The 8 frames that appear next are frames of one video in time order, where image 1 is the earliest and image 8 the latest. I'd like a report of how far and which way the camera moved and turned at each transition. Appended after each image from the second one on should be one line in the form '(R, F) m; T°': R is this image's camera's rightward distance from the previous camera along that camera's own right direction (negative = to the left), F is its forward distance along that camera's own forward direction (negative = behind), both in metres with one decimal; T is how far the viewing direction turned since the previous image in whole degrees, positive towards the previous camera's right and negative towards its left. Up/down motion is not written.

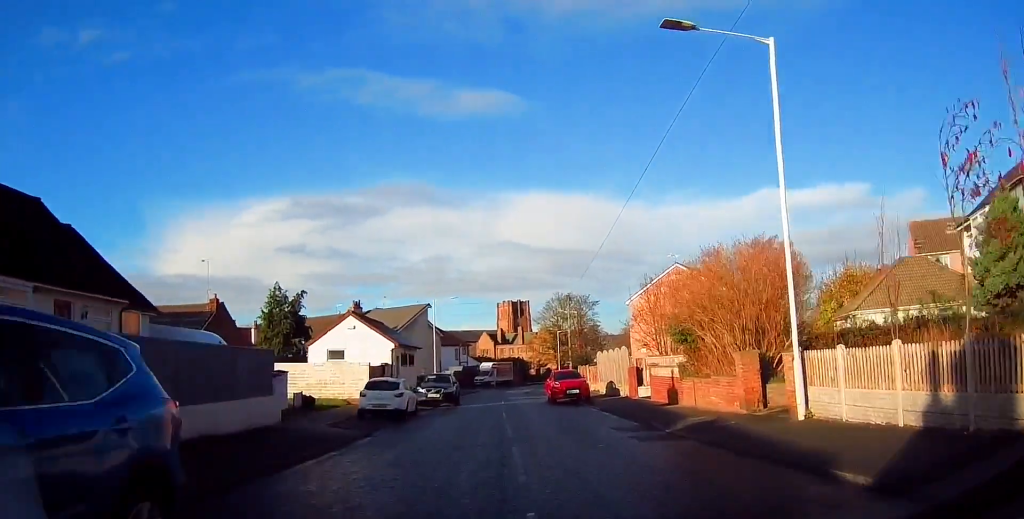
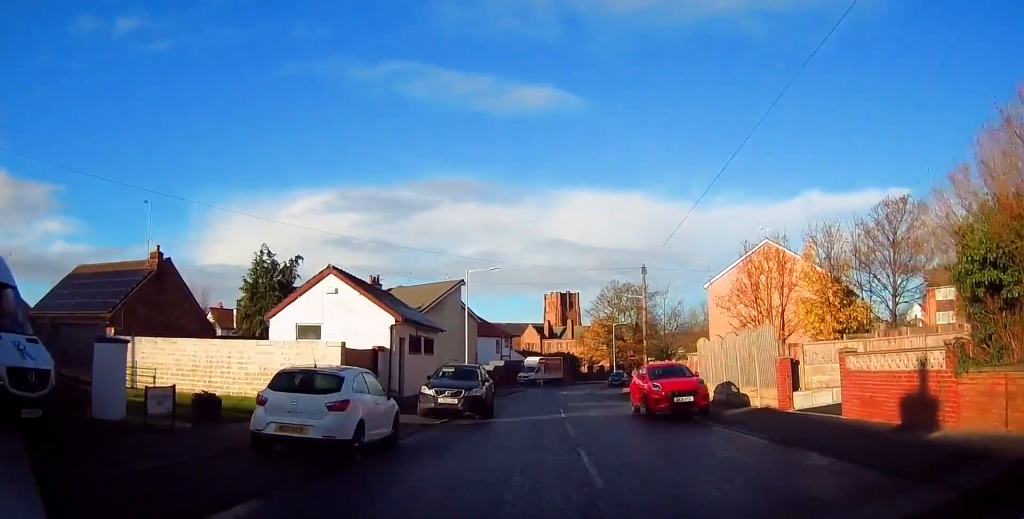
(0.0, +12.8) m; +1°
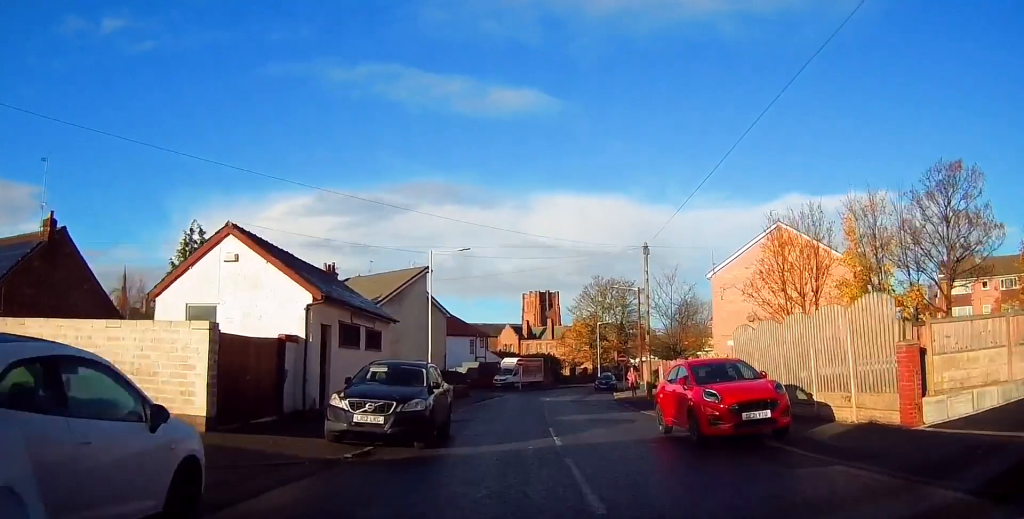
(0.0, +7.0) m; 0°
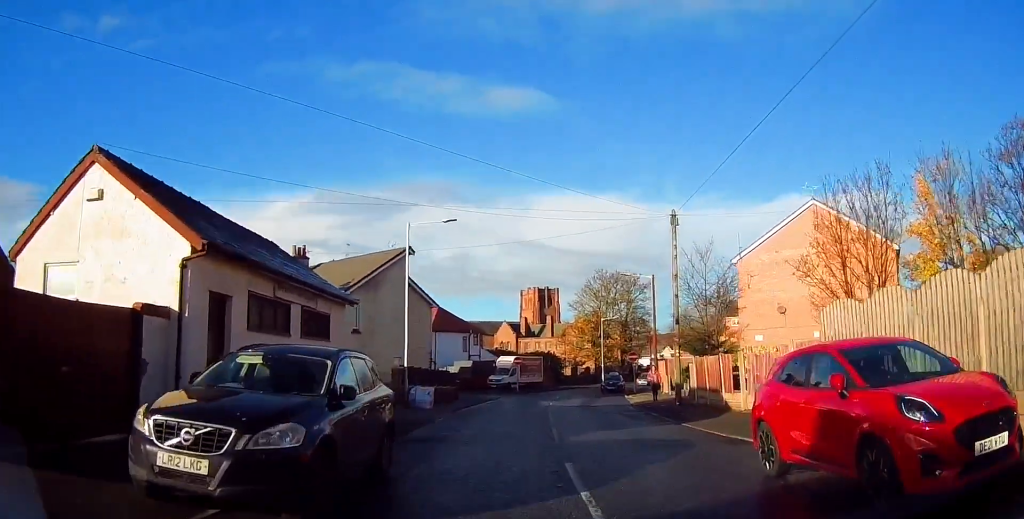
(-0.1, +6.2) m; 0°
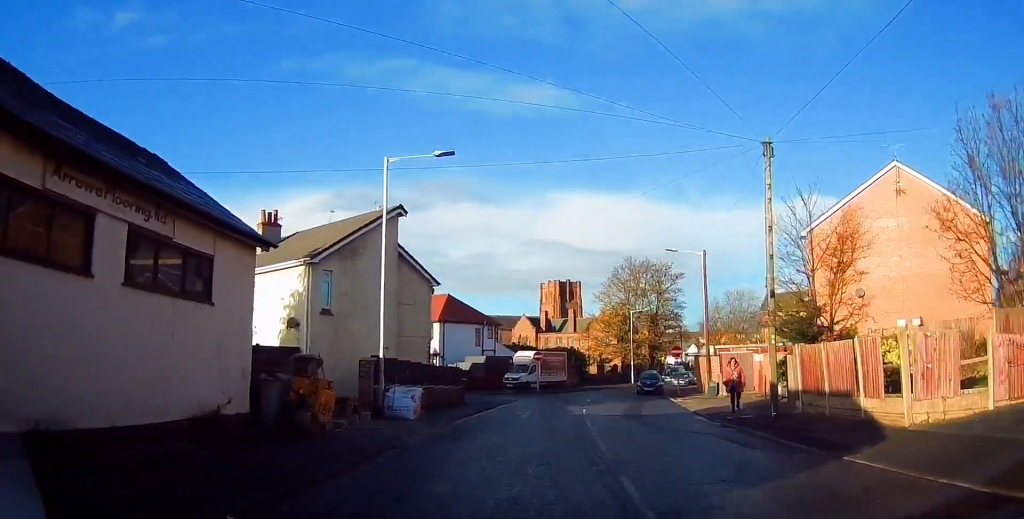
(-0.1, +8.1) m; -1°
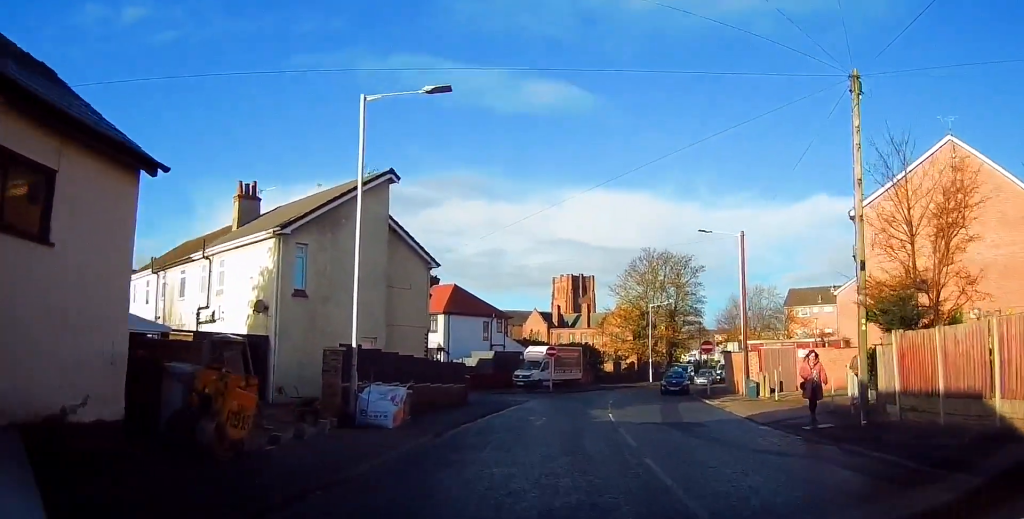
(-0.1, +4.4) m; +1°
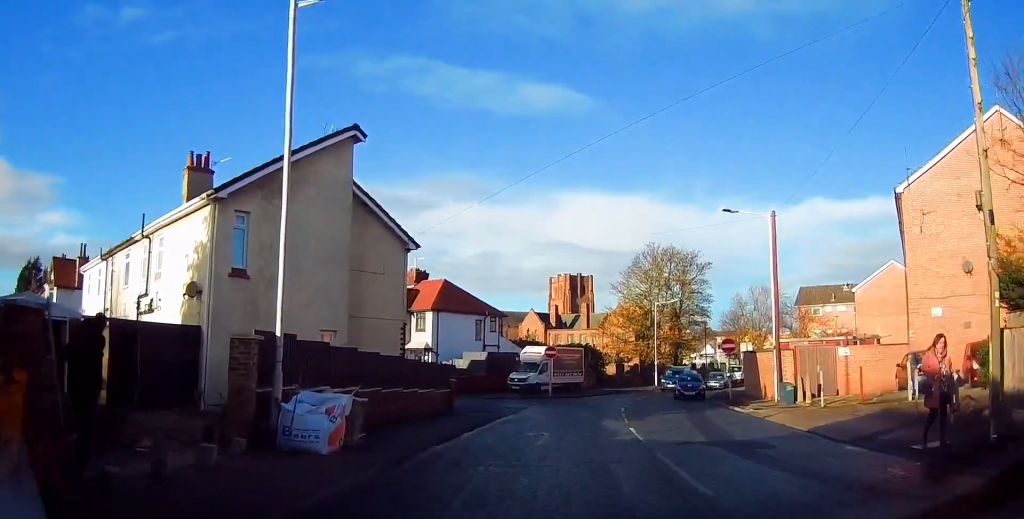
(+0.2, +4.6) m; +3°
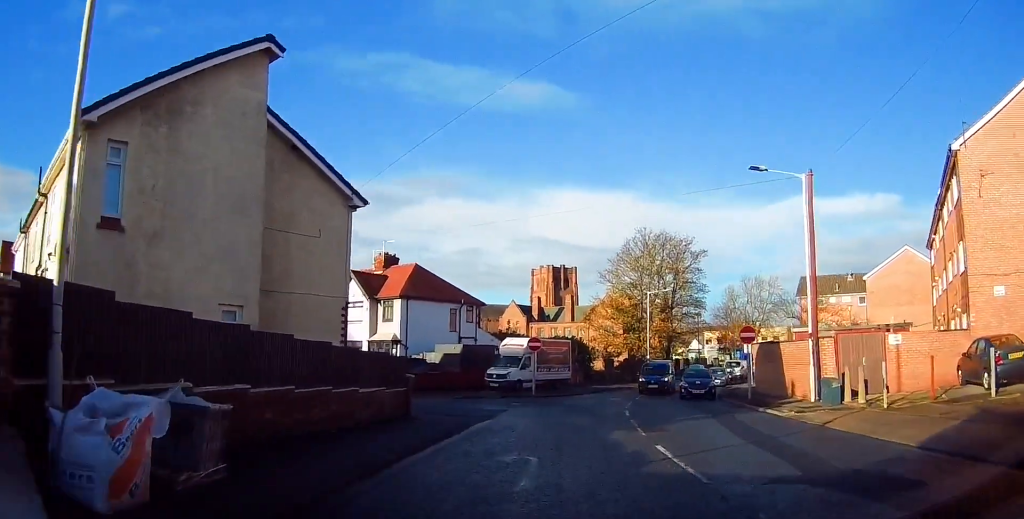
(+0.1, +5.2) m; +2°
